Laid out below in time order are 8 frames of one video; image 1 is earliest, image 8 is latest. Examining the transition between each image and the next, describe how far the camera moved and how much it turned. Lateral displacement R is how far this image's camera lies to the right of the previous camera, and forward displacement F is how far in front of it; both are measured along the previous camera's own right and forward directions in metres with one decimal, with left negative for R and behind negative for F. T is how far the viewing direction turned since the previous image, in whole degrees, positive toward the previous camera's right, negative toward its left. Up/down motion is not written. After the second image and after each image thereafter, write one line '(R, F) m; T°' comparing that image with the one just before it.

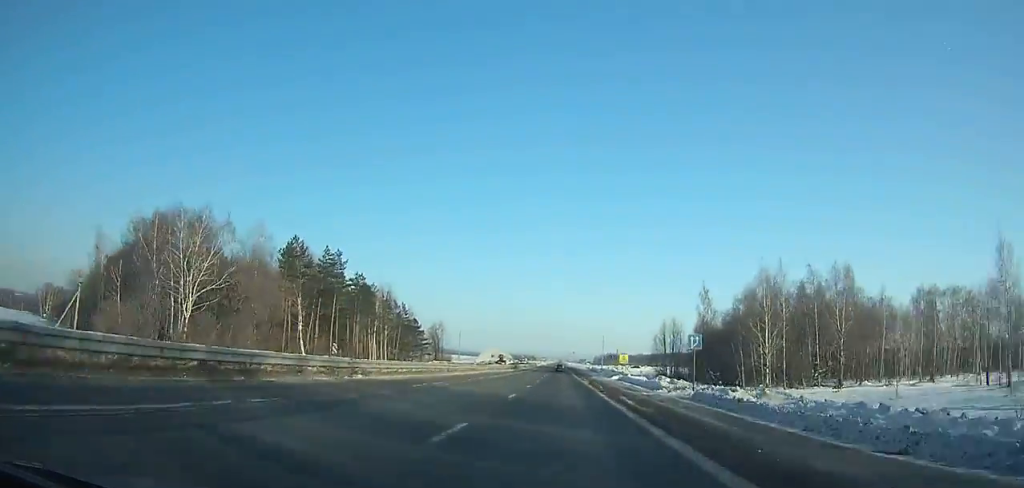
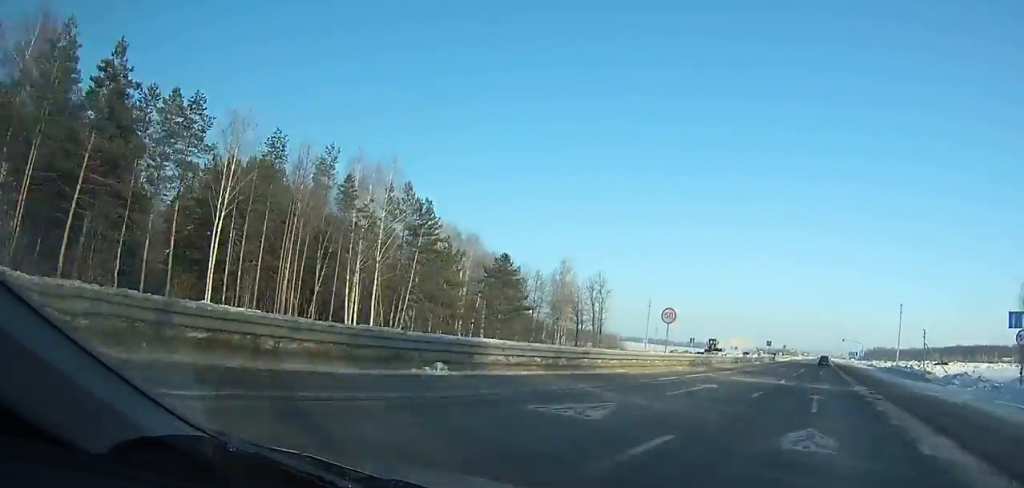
(+0.1, +95.3) m; 0°
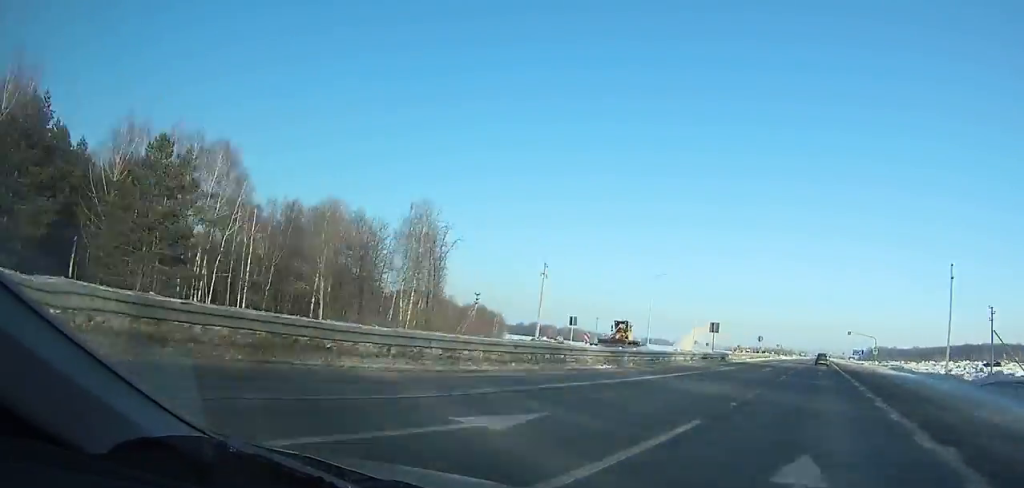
(+0.1, +47.5) m; 0°
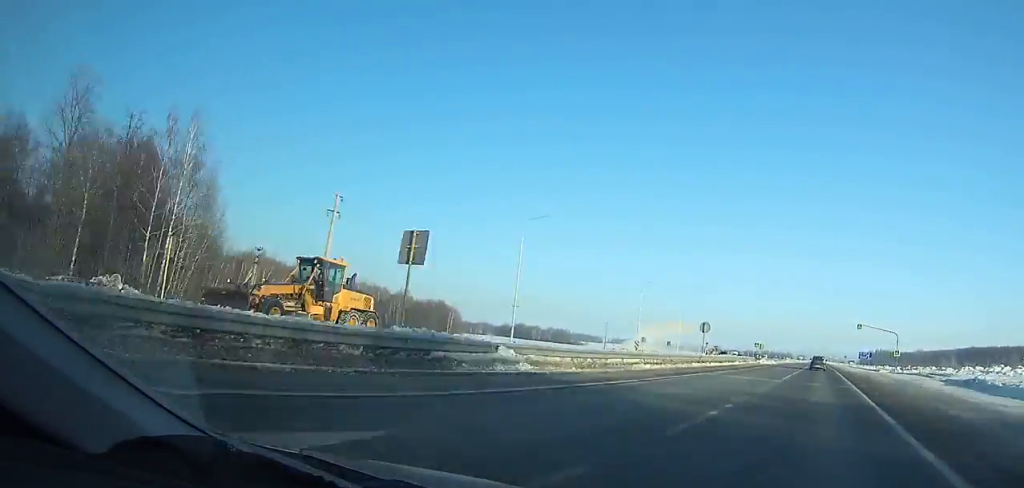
(+0.2, +39.4) m; 0°
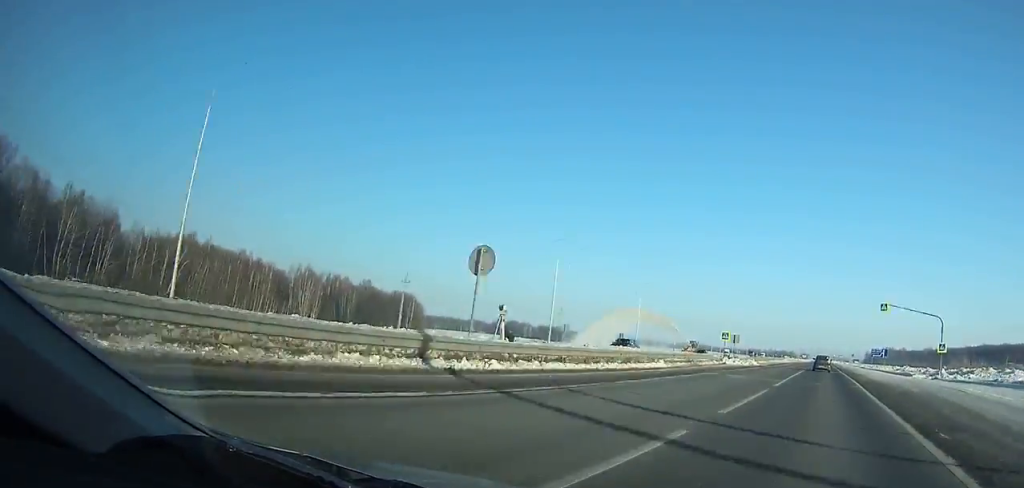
(-0.1, +33.3) m; 0°
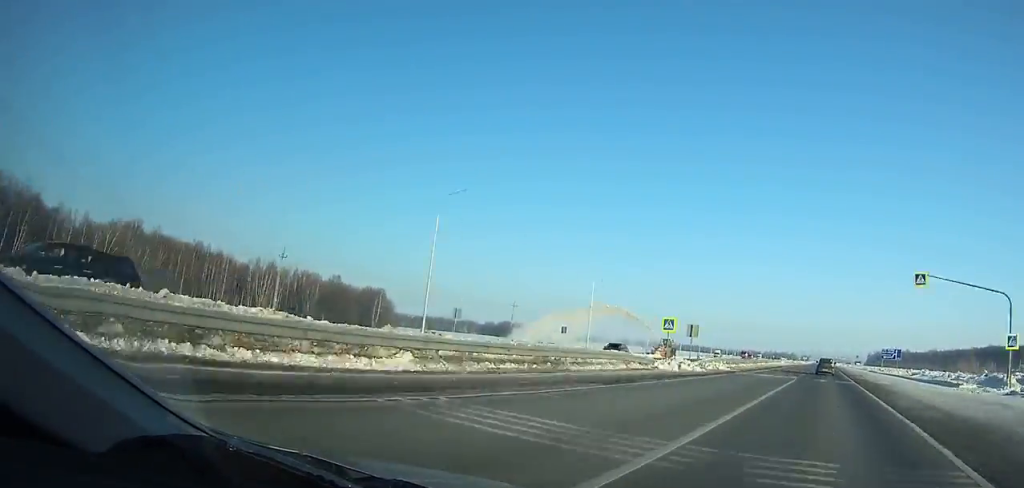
(0.0, +23.4) m; 0°
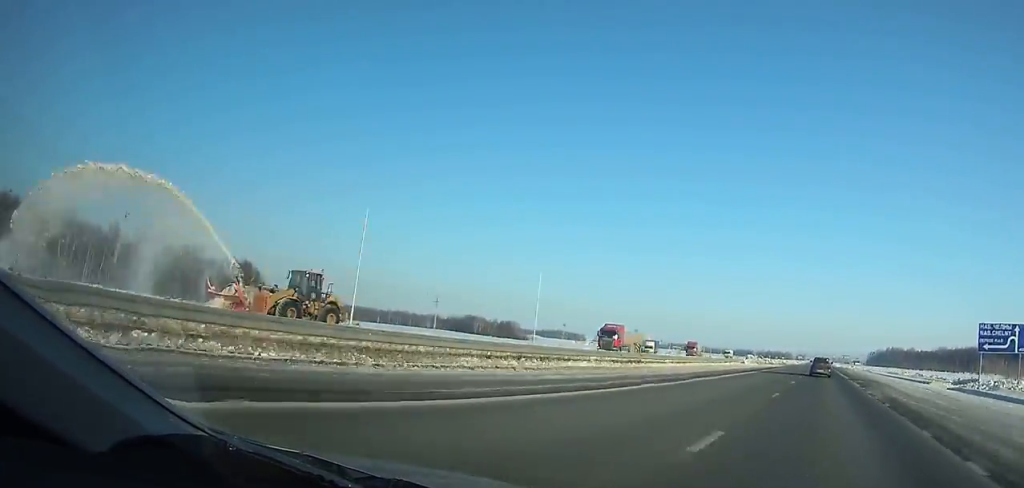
(-0.2, +79.4) m; 0°
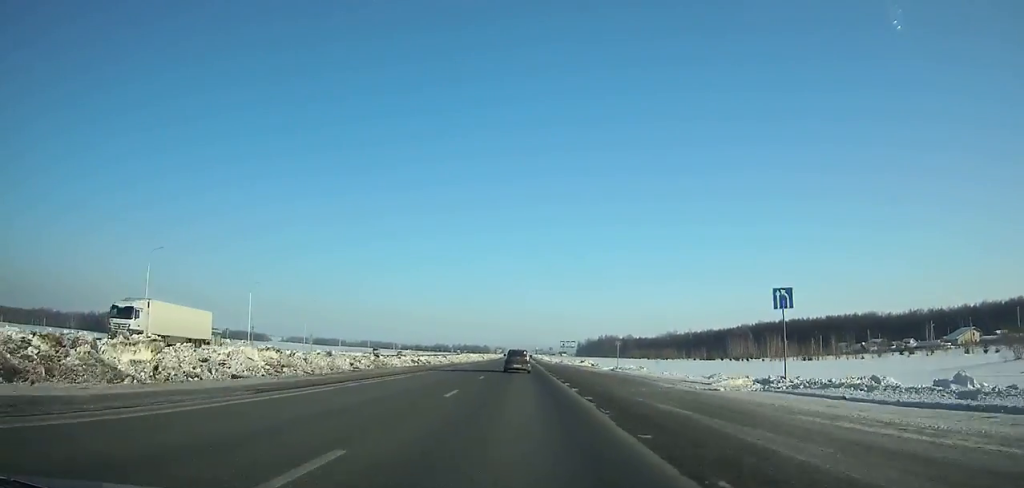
(-0.5, +108.6) m; 0°
